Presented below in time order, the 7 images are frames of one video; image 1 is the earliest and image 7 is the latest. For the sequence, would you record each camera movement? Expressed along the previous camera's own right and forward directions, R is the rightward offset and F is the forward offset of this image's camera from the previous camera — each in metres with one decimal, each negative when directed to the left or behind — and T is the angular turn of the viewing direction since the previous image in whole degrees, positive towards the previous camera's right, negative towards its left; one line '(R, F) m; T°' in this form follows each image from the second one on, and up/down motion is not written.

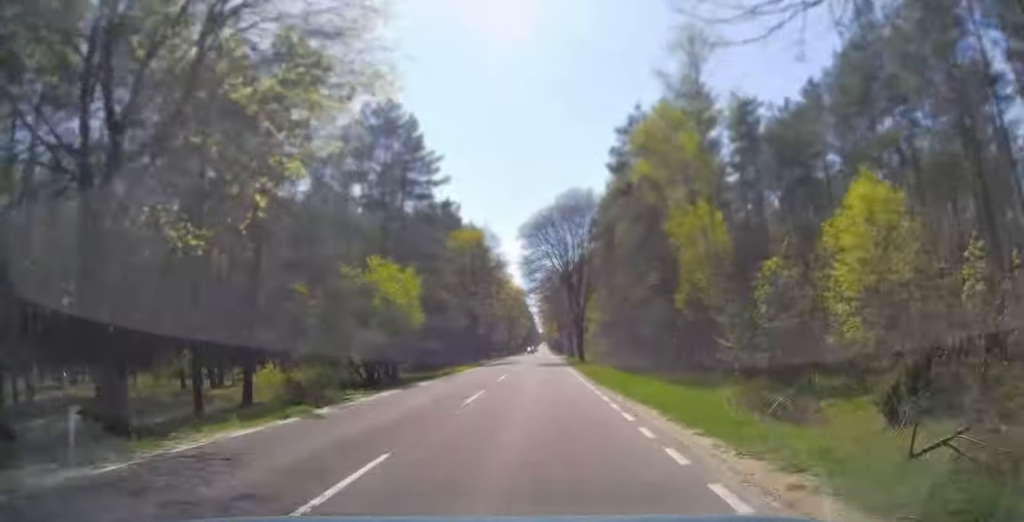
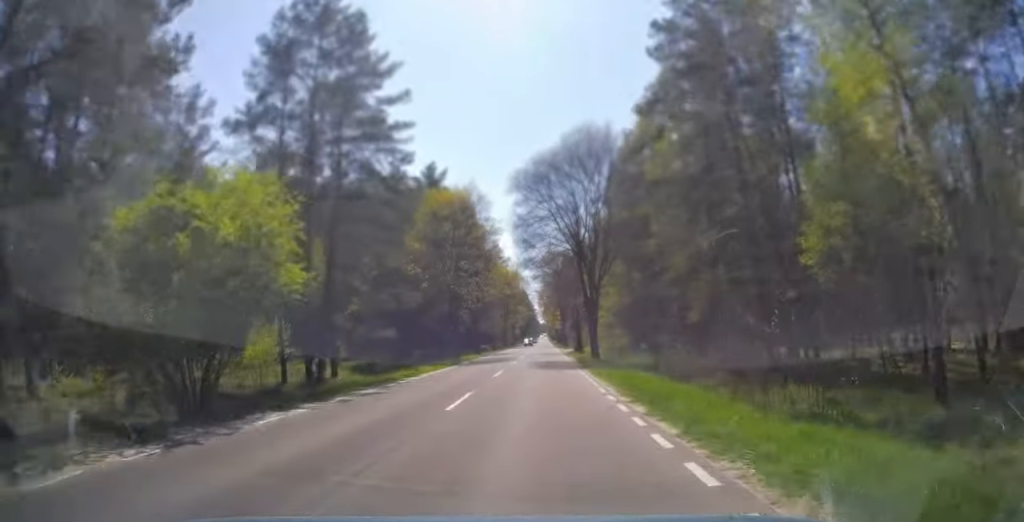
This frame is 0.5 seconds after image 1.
(0.0, +14.7) m; 0°
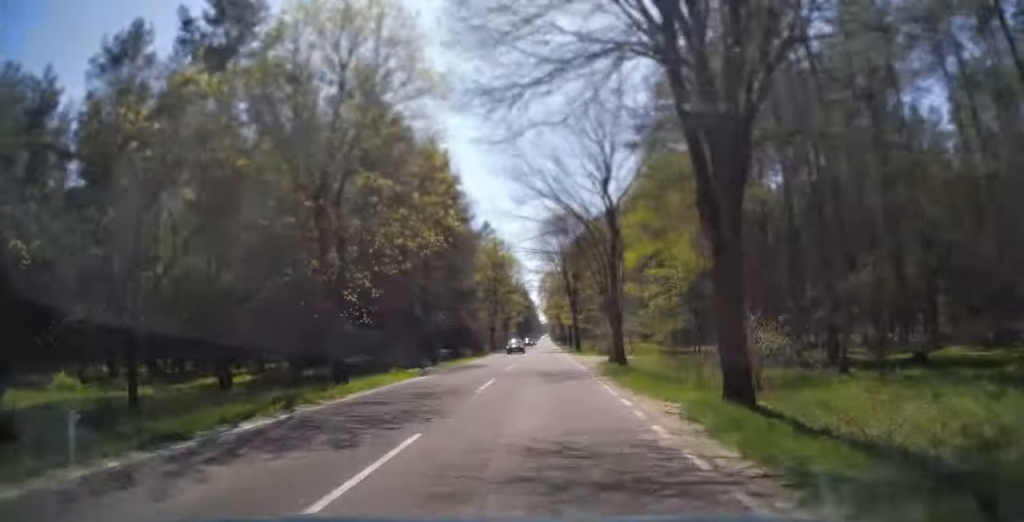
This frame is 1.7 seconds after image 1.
(+0.2, +30.3) m; 0°
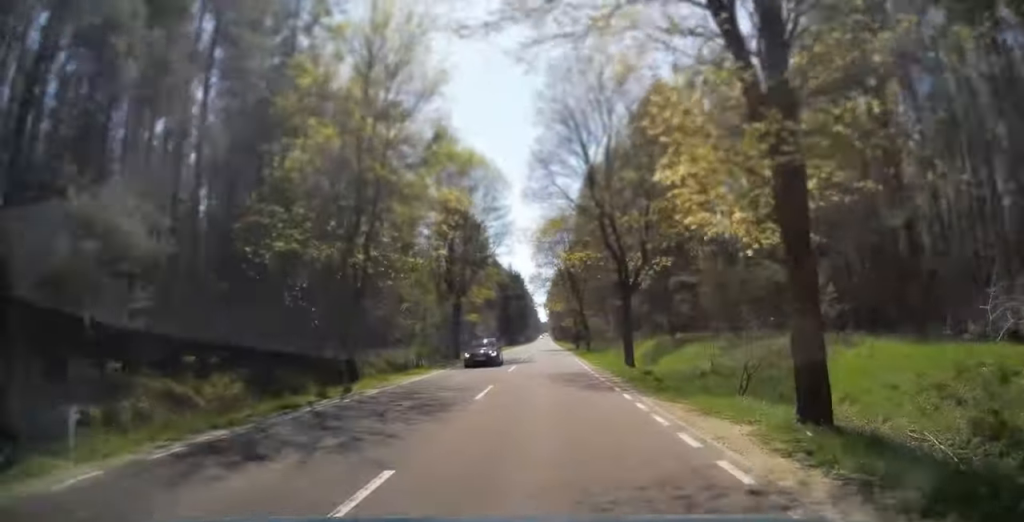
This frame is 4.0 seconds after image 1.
(-0.3, +60.7) m; 0°
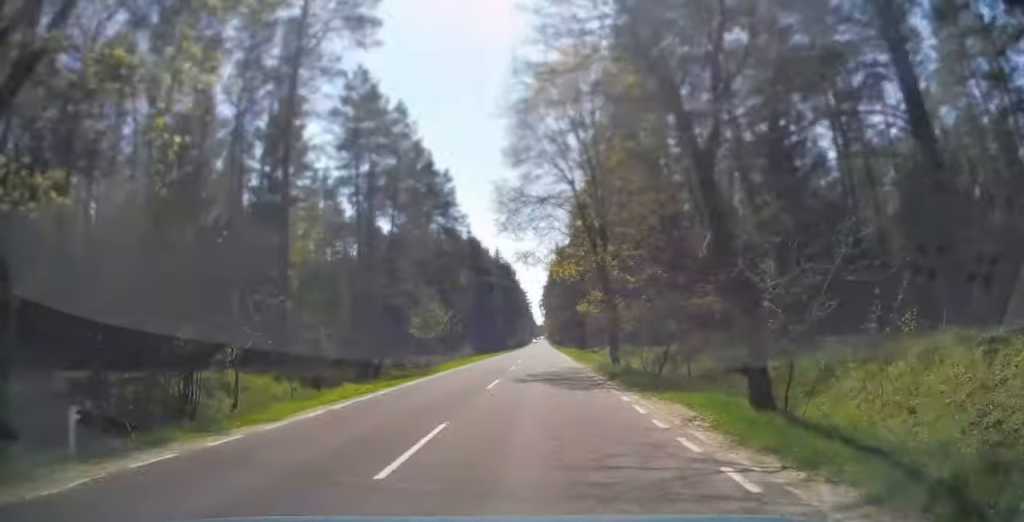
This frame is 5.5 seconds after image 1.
(-0.2, +42.9) m; -1°
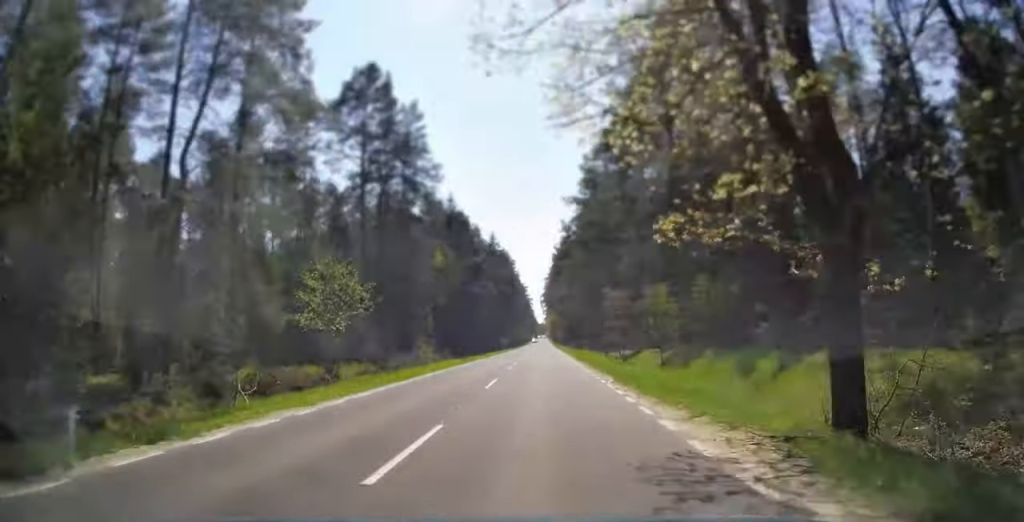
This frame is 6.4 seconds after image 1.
(-0.1, +23.7) m; 0°
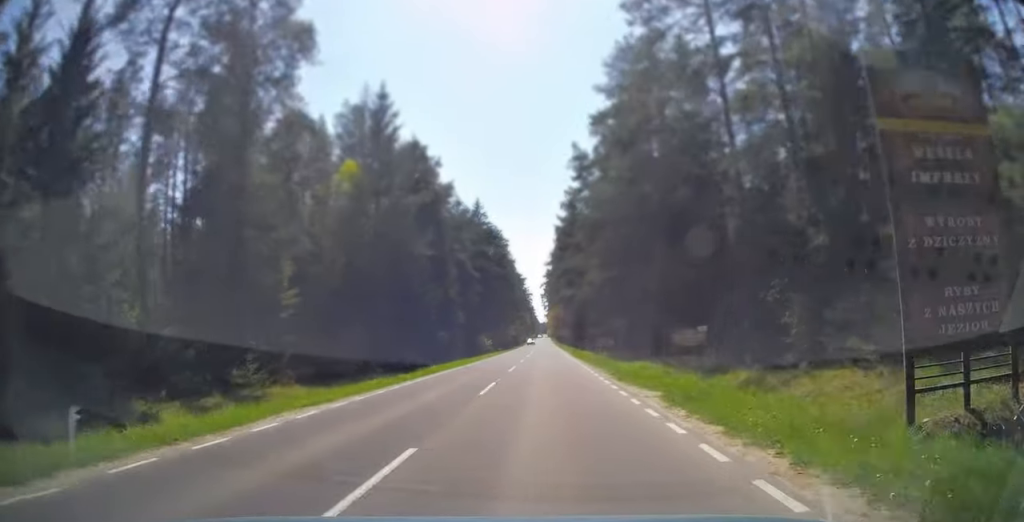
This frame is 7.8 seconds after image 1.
(0.0, +37.1) m; 0°
